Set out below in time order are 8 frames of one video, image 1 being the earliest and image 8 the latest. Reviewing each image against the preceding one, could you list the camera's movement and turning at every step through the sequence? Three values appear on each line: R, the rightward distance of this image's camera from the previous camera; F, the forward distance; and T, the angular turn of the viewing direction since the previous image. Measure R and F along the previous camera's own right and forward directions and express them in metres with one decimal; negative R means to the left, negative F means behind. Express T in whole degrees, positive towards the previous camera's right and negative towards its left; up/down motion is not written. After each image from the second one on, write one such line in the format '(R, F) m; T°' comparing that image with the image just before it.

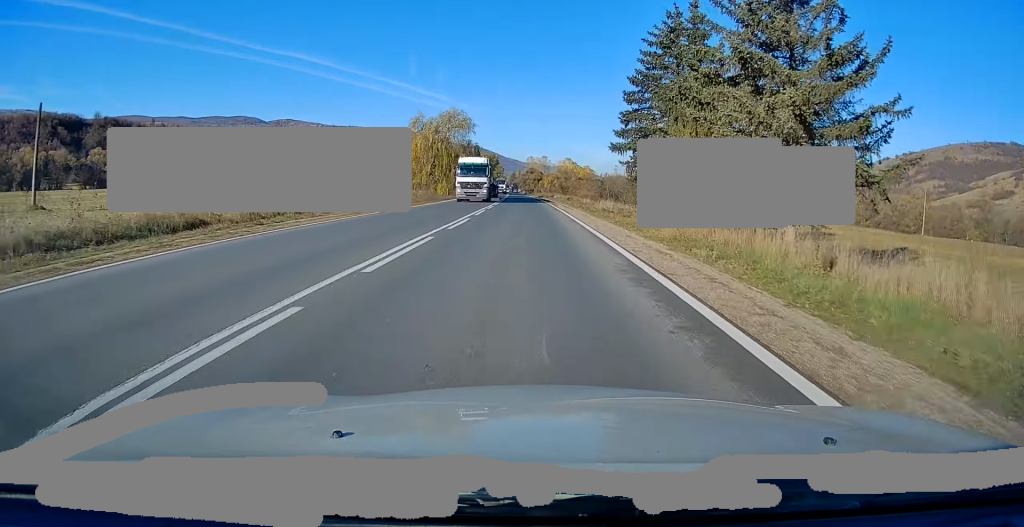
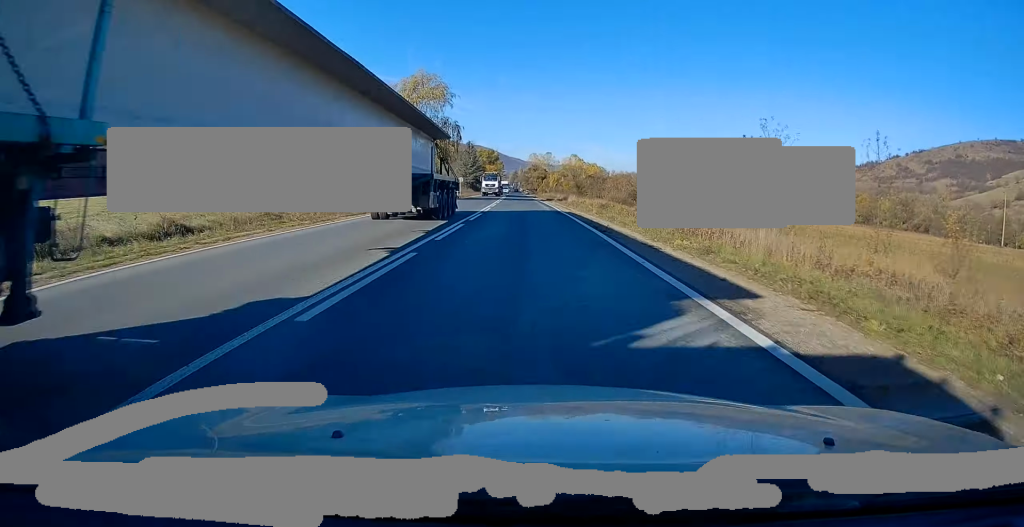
(-0.3, +29.5) m; 0°
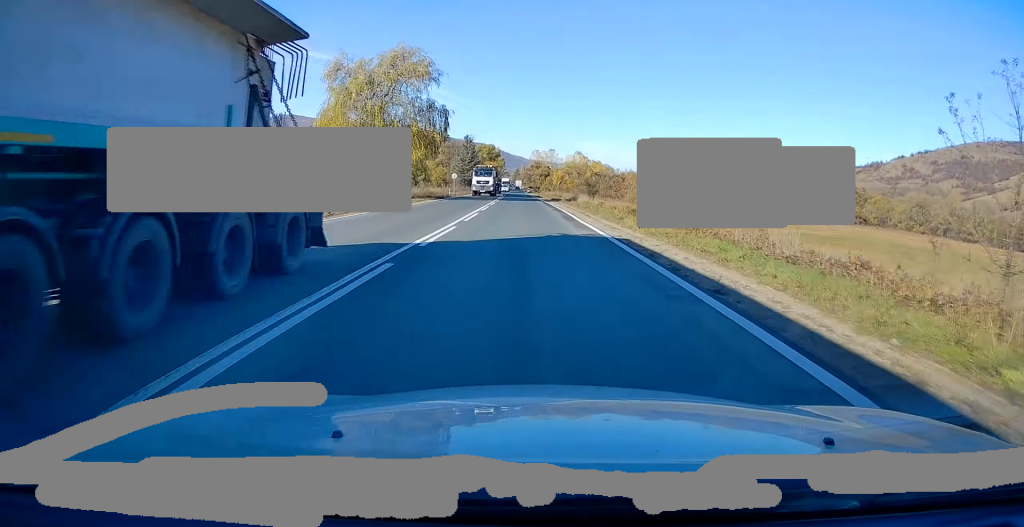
(+0.1, +11.1) m; +1°
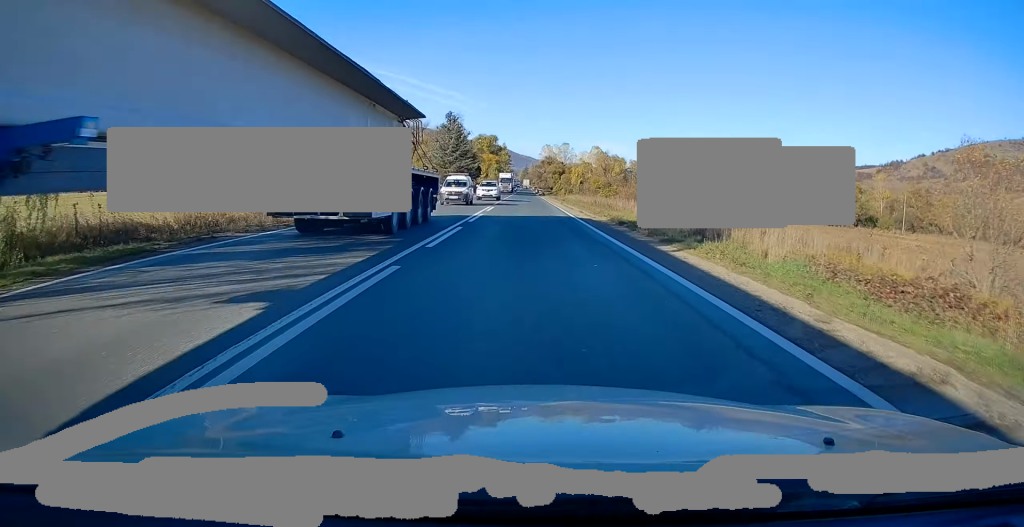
(-0.6, +44.8) m; -1°
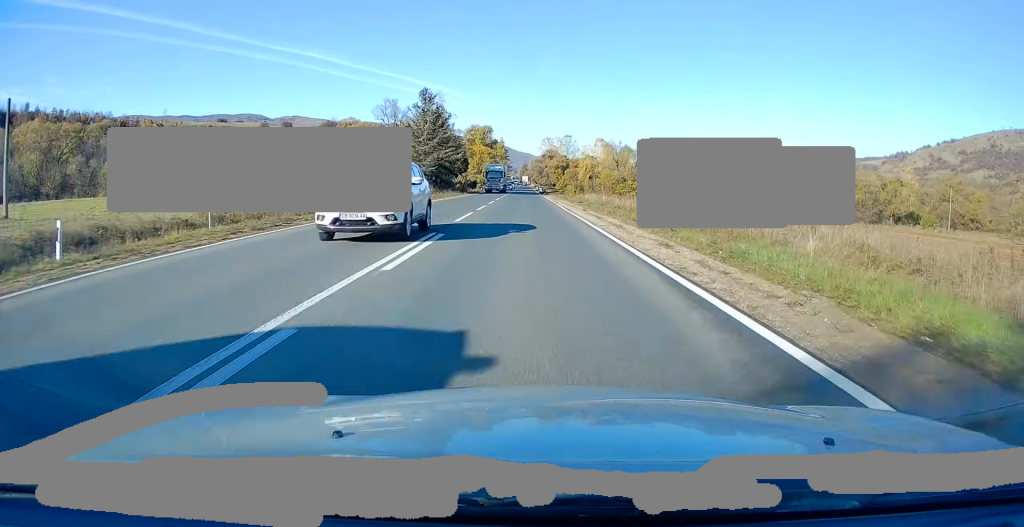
(+0.4, +21.9) m; 0°
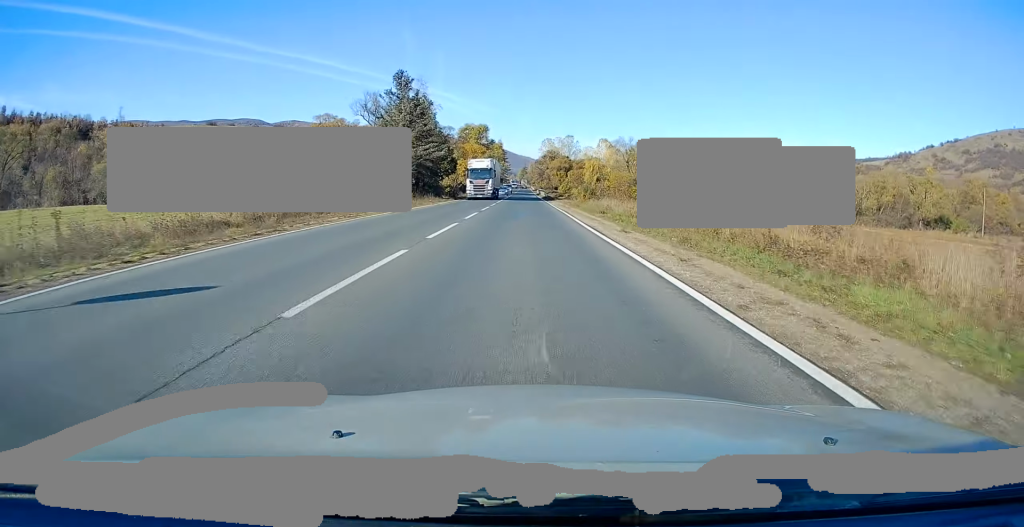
(-0.2, +13.8) m; -1°
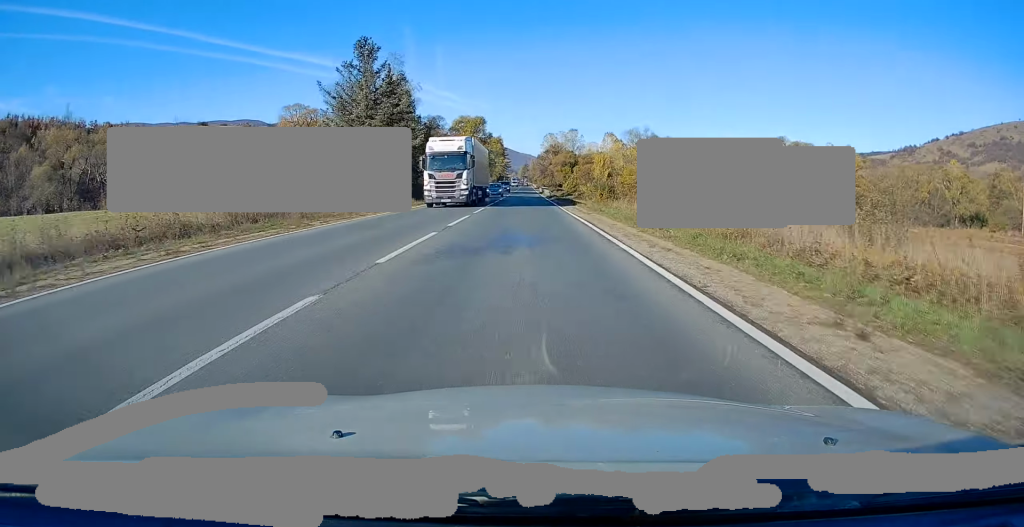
(-0.1, +13.8) m; 0°
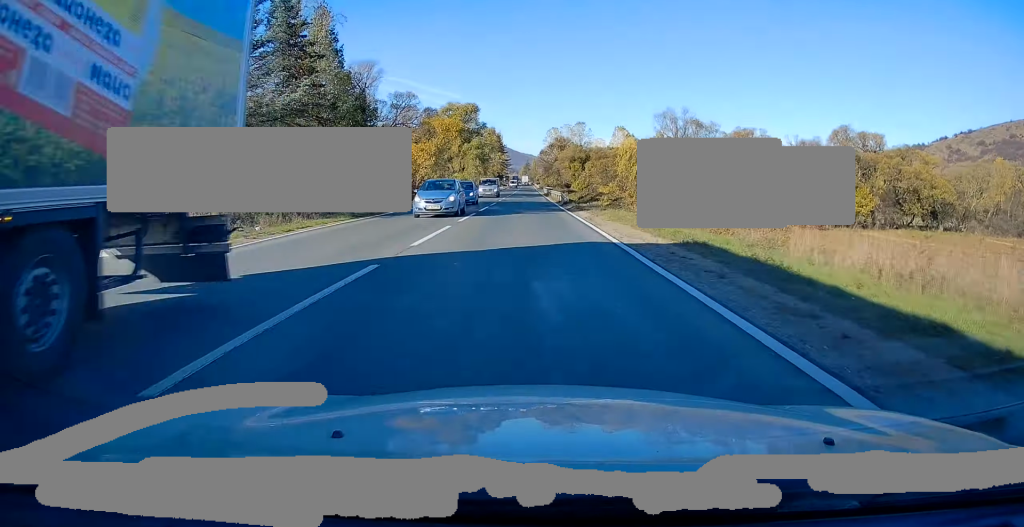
(+0.2, +23.8) m; +1°
